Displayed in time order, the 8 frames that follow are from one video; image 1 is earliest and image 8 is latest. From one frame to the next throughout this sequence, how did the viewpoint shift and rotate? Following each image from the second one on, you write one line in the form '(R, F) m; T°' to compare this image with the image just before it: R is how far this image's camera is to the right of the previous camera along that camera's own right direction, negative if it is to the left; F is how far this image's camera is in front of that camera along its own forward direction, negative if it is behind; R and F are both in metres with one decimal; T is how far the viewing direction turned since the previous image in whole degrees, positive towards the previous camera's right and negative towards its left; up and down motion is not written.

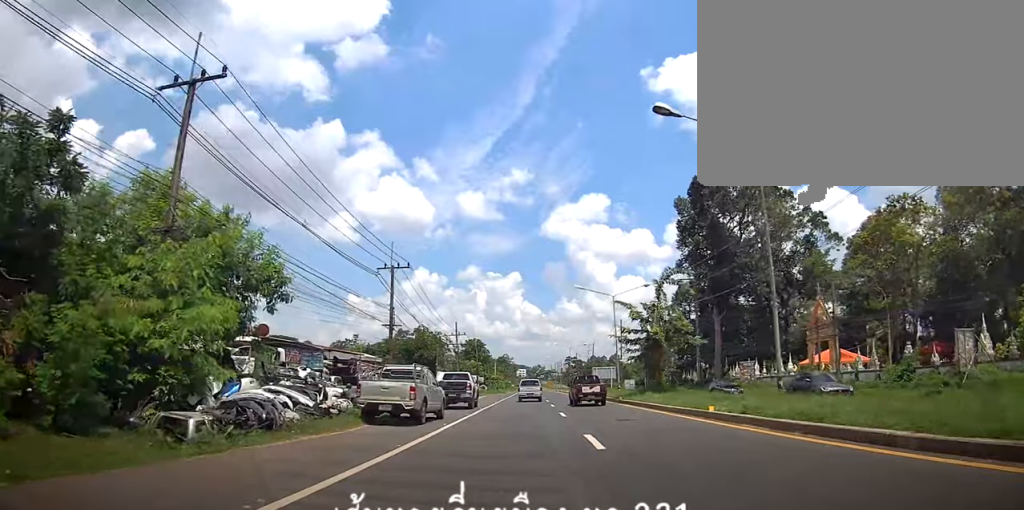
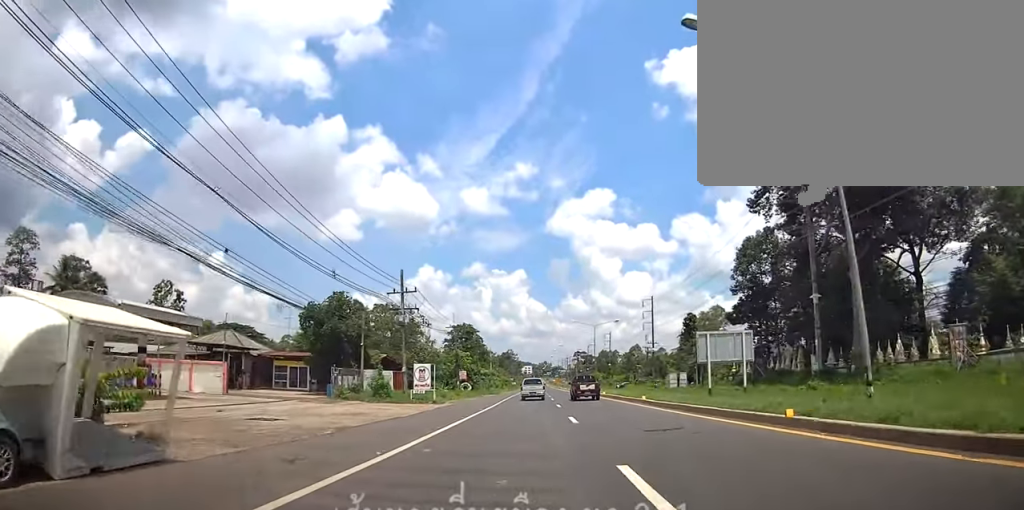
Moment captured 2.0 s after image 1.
(+0.2, +36.5) m; 0°
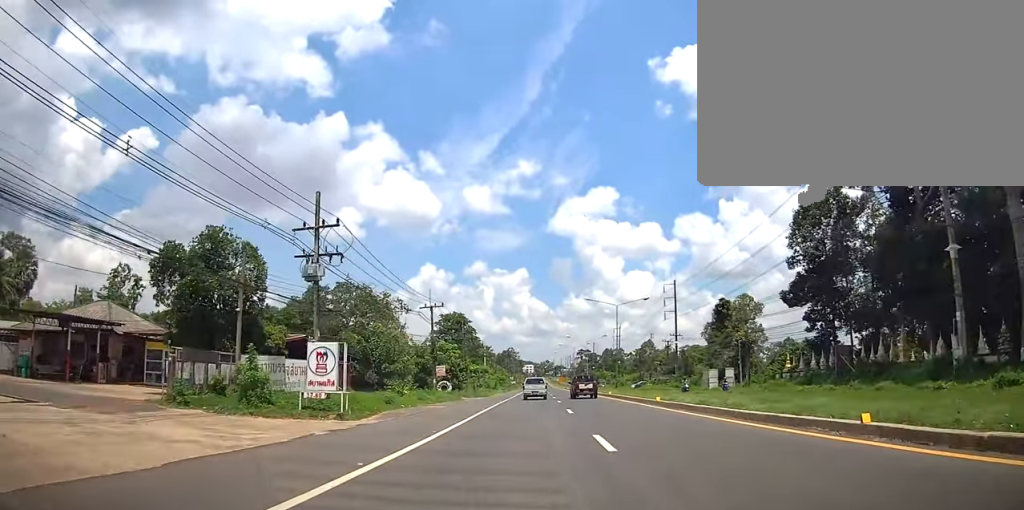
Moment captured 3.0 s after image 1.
(0.0, +19.2) m; 0°
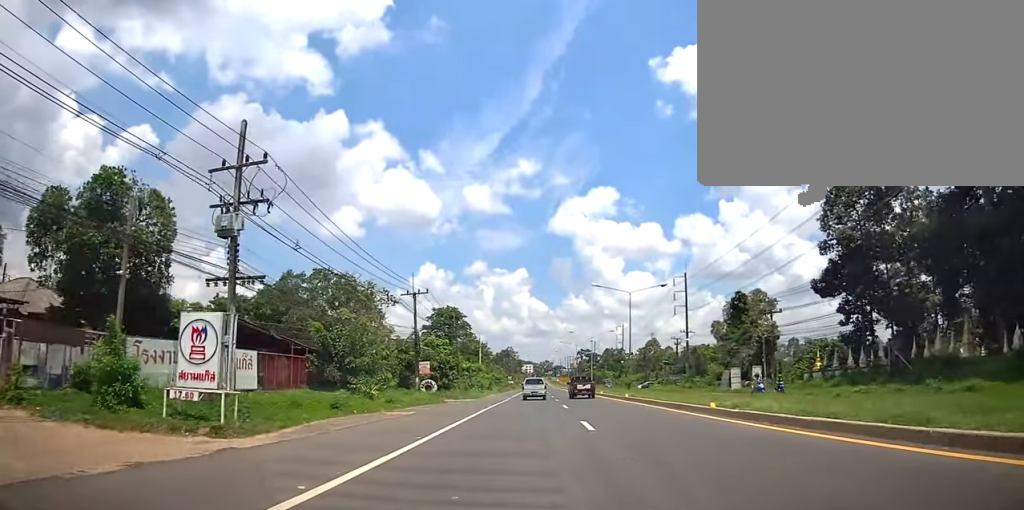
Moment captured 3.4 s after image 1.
(0.0, +8.1) m; 0°
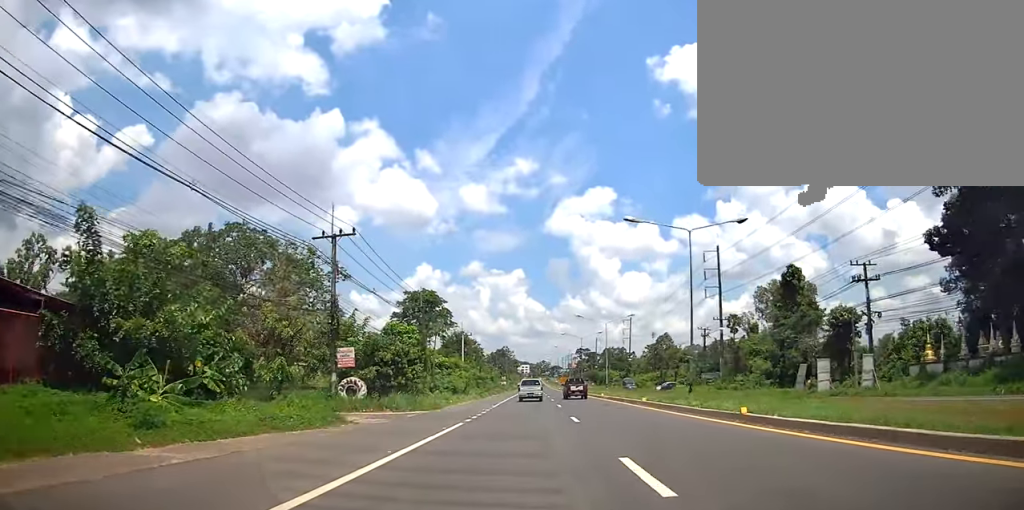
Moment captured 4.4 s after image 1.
(+0.1, +20.0) m; 0°
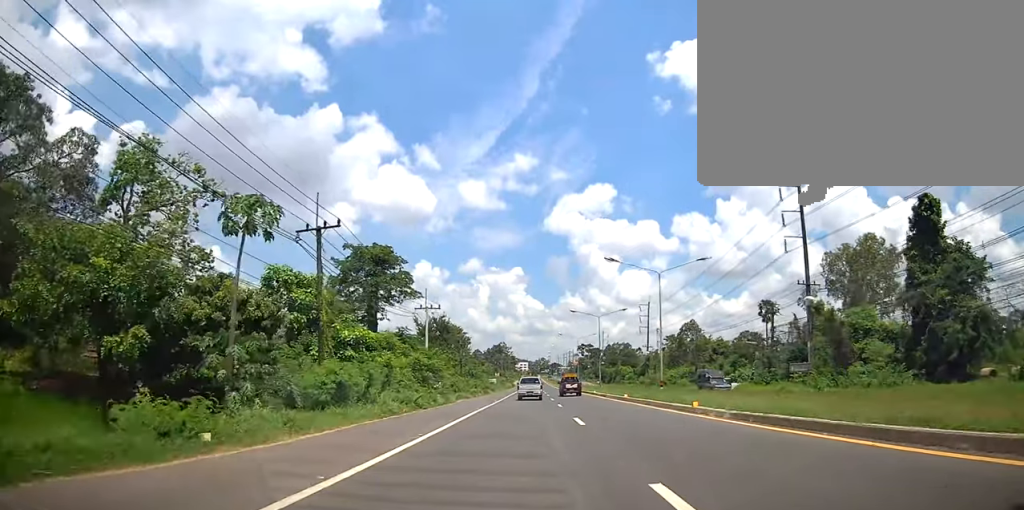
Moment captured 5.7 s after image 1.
(-0.1, +26.6) m; -1°
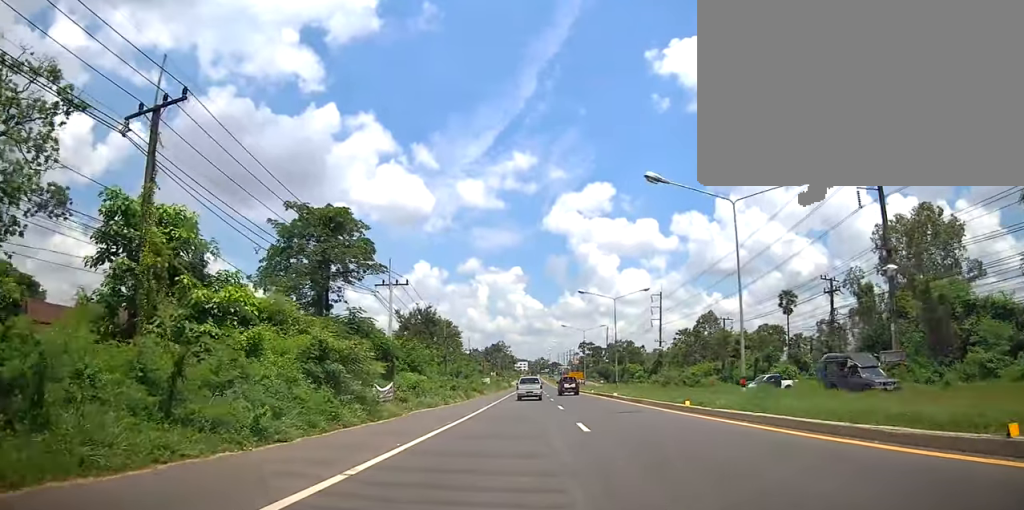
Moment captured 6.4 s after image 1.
(0.0, +13.8) m; 0°
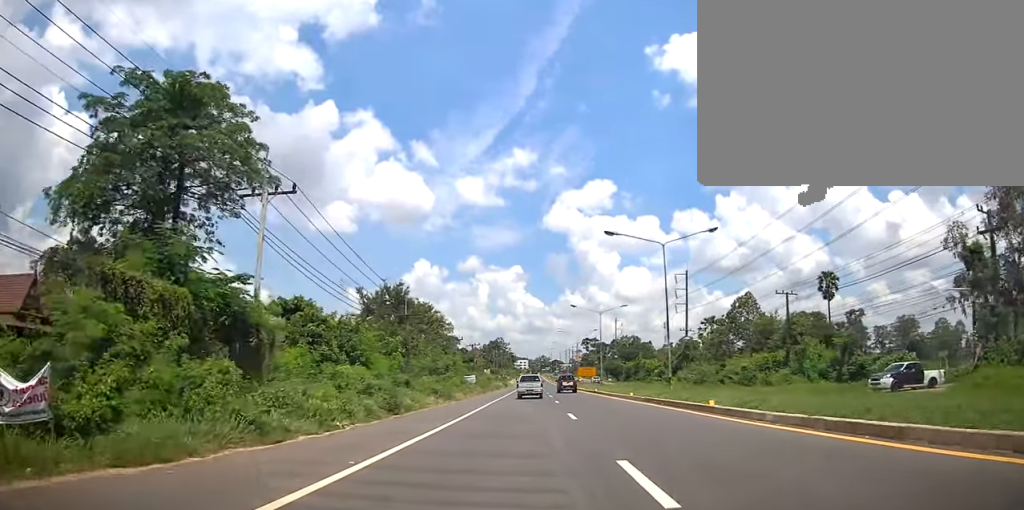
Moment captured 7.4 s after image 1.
(0.0, +20.6) m; 0°
